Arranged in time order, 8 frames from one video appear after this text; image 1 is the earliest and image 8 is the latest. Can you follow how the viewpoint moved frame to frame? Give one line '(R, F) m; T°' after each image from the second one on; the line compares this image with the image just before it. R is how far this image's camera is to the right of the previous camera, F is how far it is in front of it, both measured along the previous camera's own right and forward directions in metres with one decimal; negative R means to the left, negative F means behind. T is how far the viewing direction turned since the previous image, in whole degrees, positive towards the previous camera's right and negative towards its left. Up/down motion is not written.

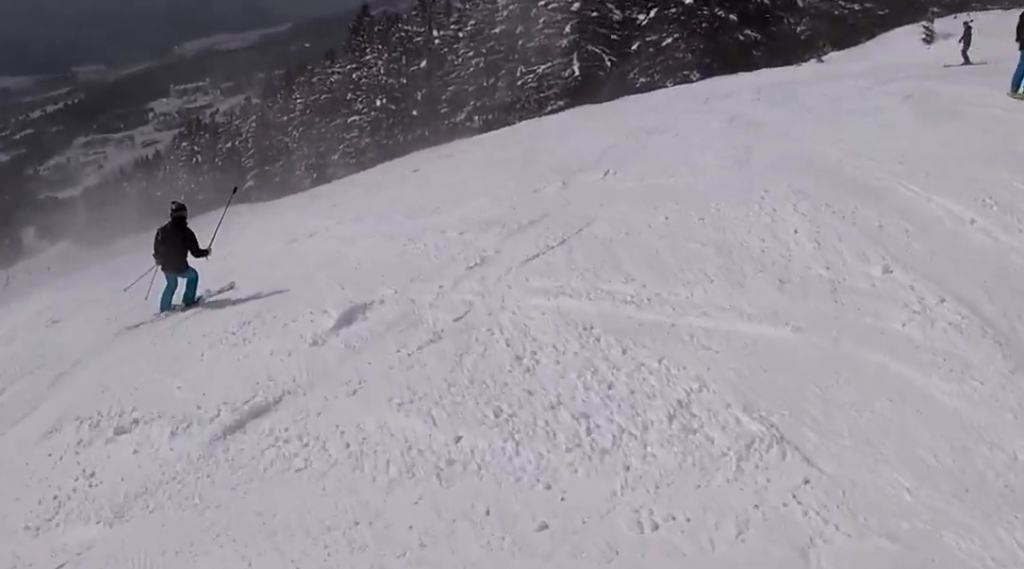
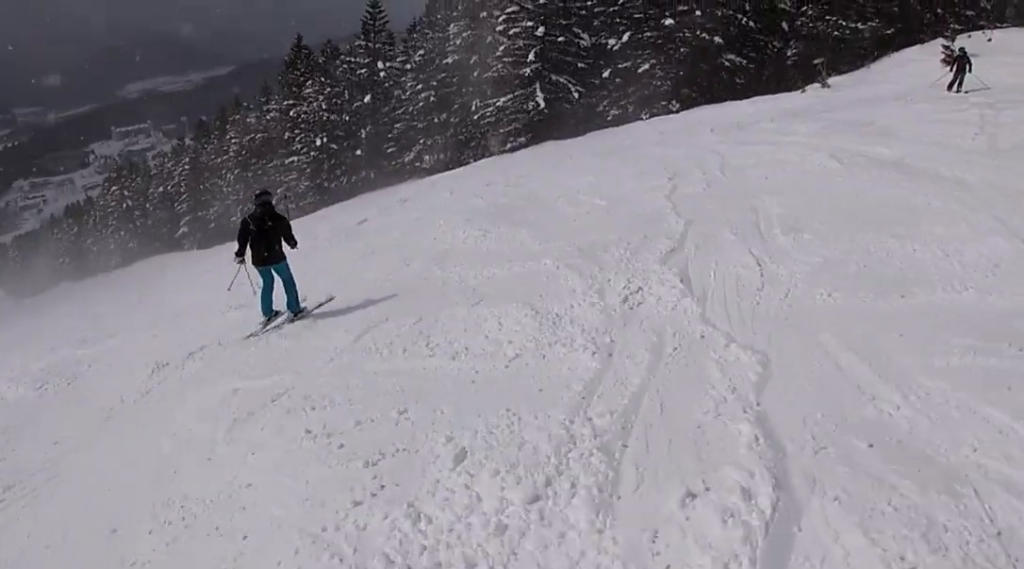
(-0.1, +5.1) m; -1°
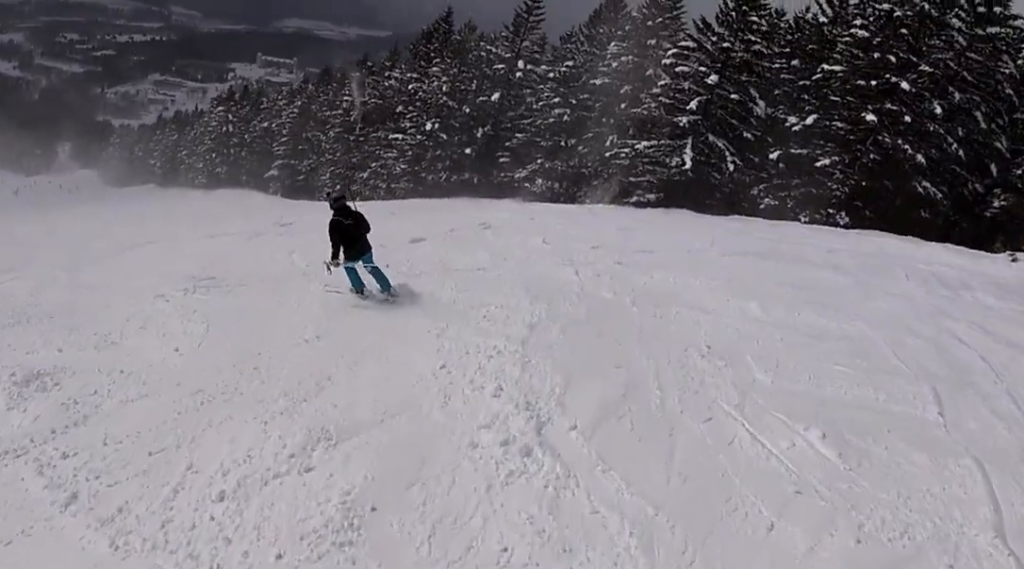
(0.0, +6.0) m; -6°
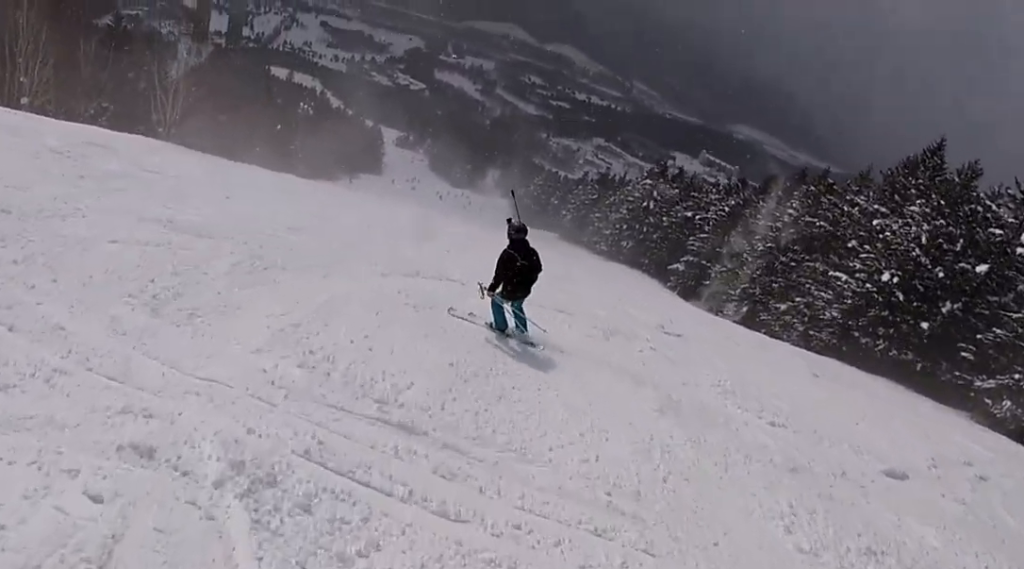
(-1.3, +5.6) m; -41°
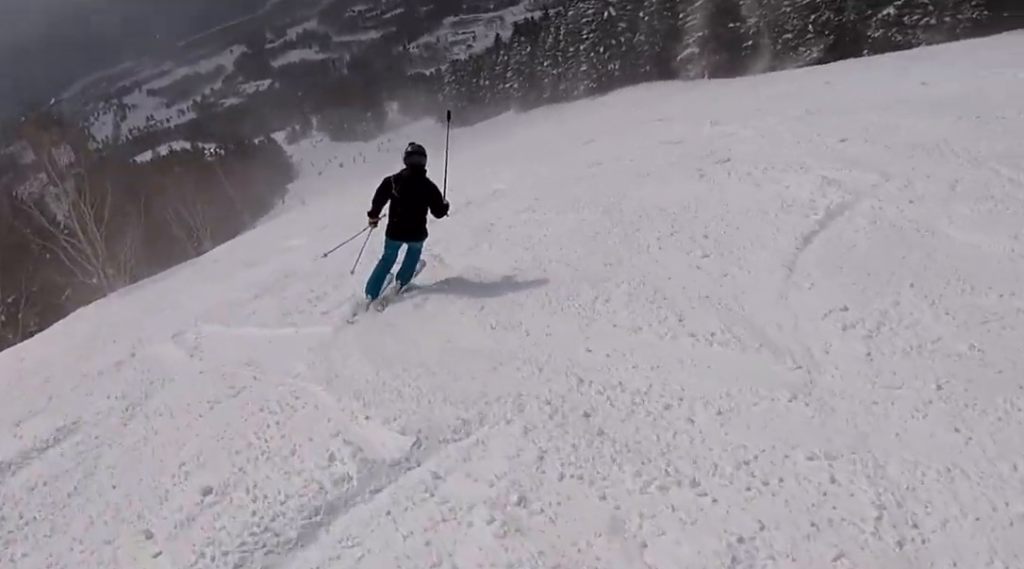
(-2.6, +11.6) m; +9°
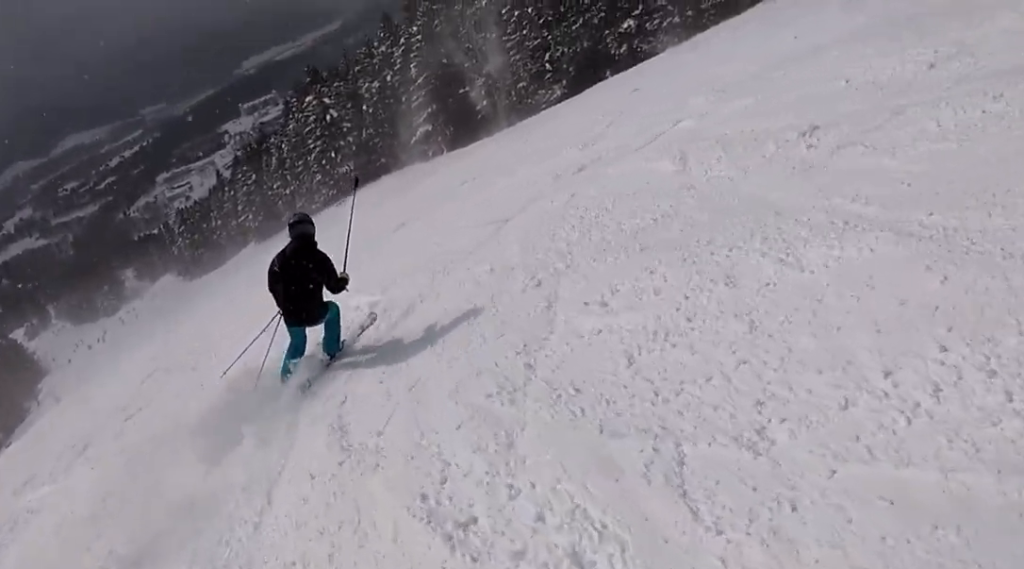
(+0.5, +5.0) m; +22°
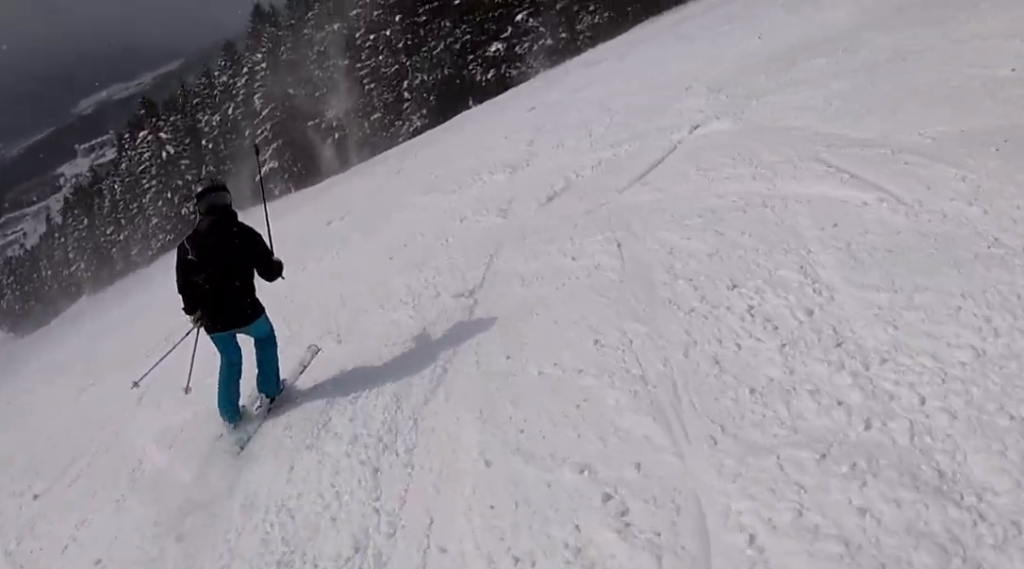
(+0.9, +3.3) m; +13°
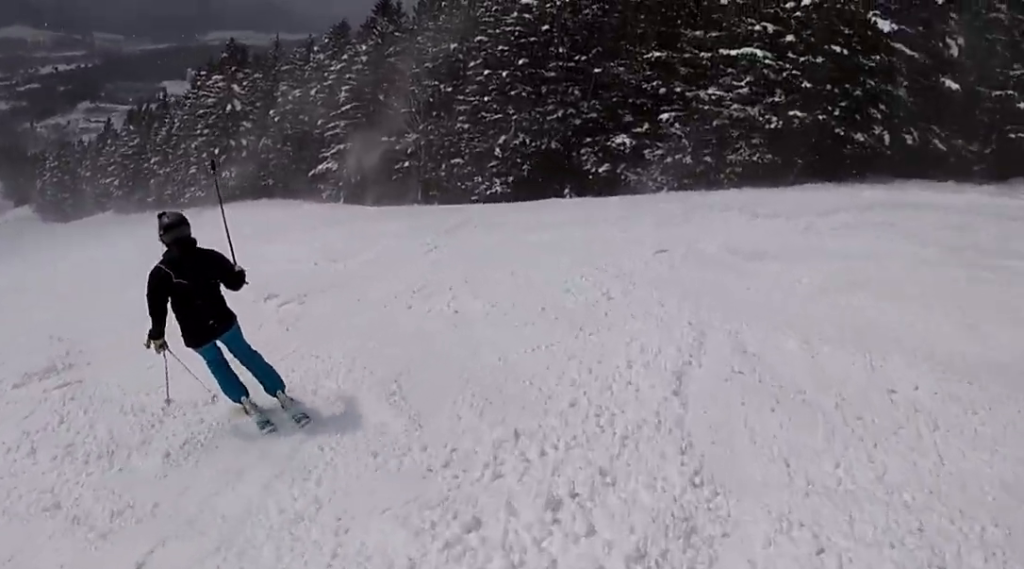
(+1.3, +6.9) m; +1°
